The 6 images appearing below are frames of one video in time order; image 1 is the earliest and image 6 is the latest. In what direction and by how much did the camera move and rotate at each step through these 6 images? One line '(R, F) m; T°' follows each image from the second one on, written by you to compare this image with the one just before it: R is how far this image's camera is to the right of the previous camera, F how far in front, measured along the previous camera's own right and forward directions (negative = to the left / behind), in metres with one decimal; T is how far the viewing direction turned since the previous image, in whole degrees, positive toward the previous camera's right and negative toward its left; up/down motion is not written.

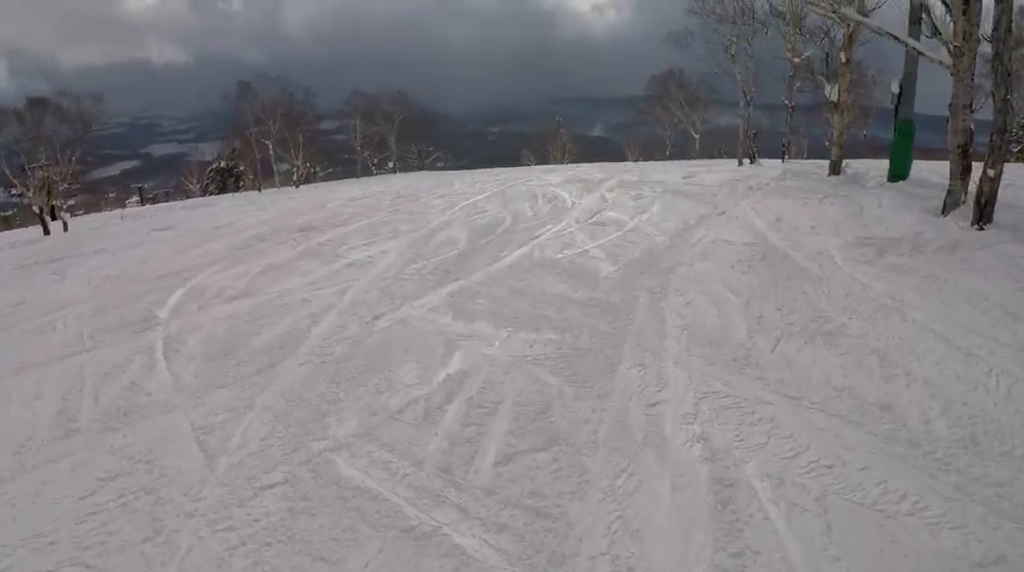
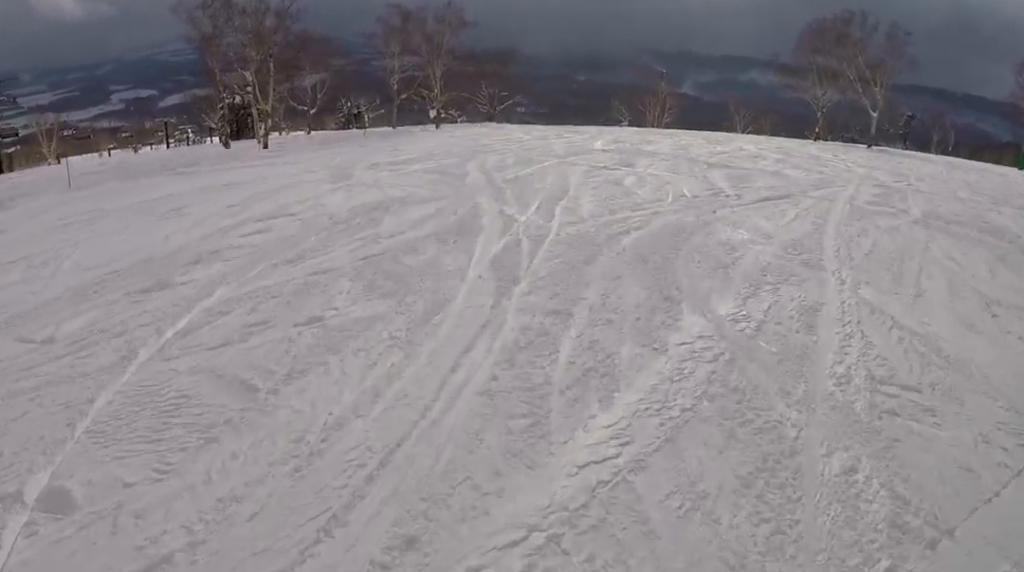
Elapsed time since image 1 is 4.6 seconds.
(-3.9, +22.8) m; -9°
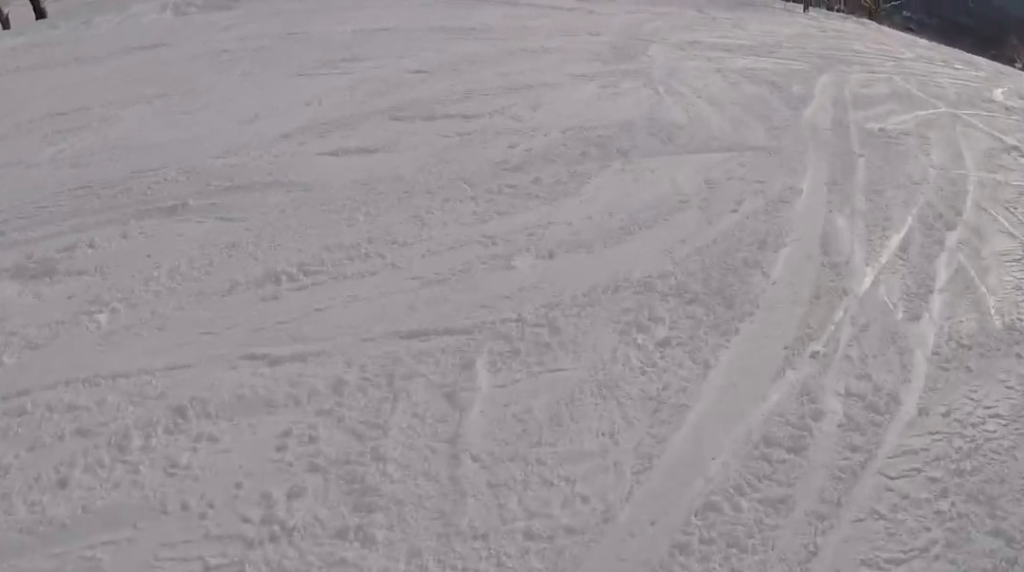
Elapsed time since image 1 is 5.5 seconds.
(-0.5, +5.3) m; -5°
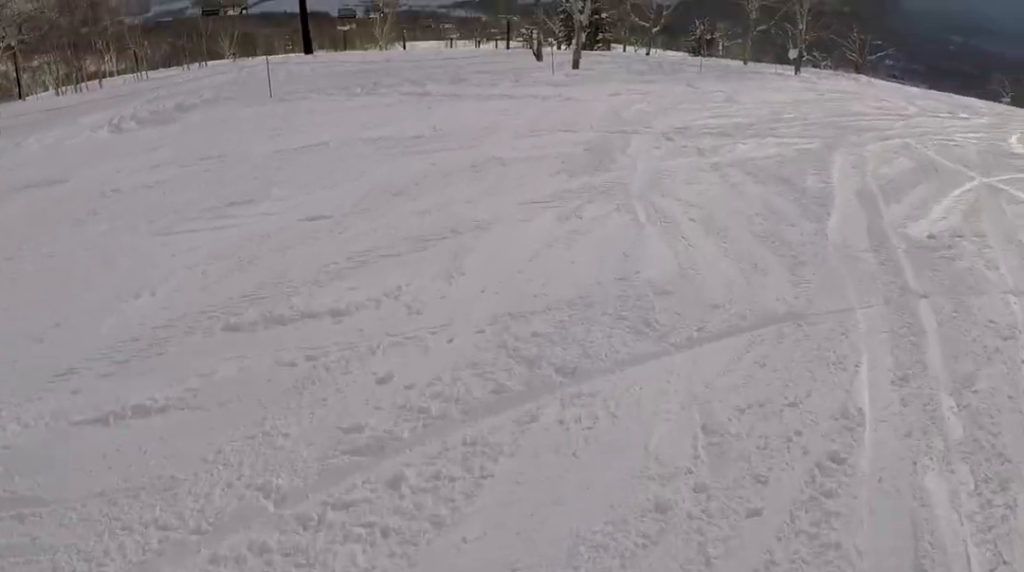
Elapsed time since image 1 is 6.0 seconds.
(0.0, +2.6) m; +1°
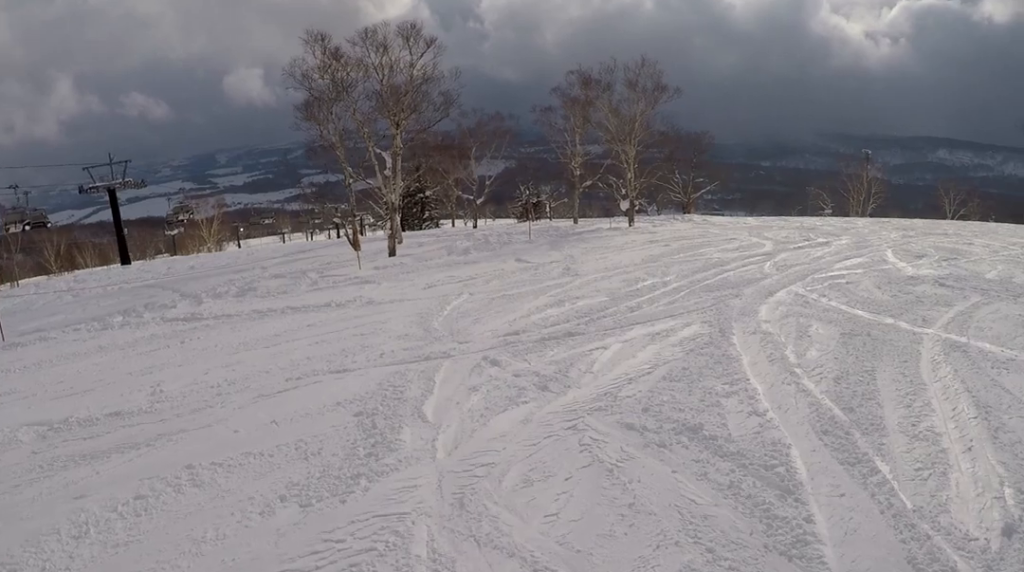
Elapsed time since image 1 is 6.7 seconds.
(+0.1, +3.5) m; +6°
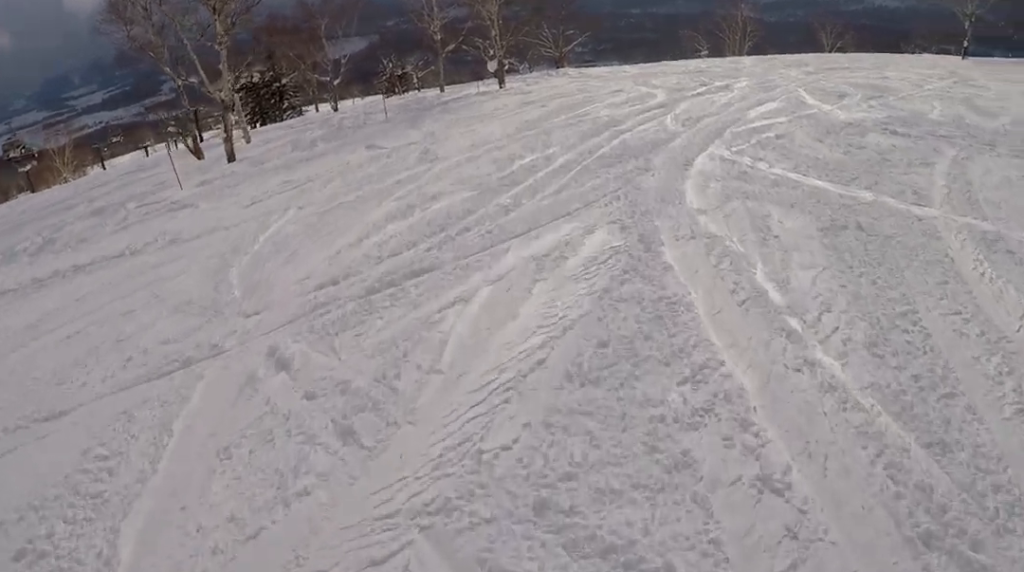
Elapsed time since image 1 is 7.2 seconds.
(-0.1, +2.5) m; +6°
